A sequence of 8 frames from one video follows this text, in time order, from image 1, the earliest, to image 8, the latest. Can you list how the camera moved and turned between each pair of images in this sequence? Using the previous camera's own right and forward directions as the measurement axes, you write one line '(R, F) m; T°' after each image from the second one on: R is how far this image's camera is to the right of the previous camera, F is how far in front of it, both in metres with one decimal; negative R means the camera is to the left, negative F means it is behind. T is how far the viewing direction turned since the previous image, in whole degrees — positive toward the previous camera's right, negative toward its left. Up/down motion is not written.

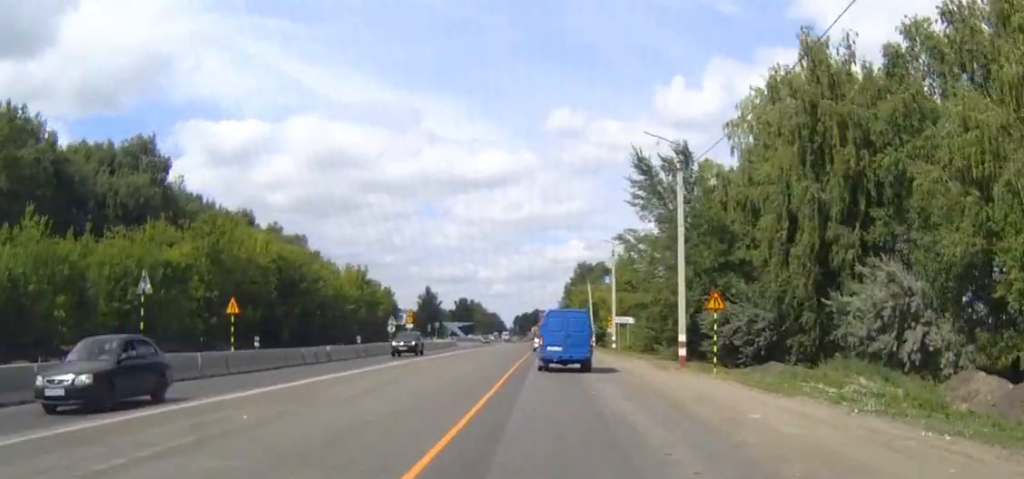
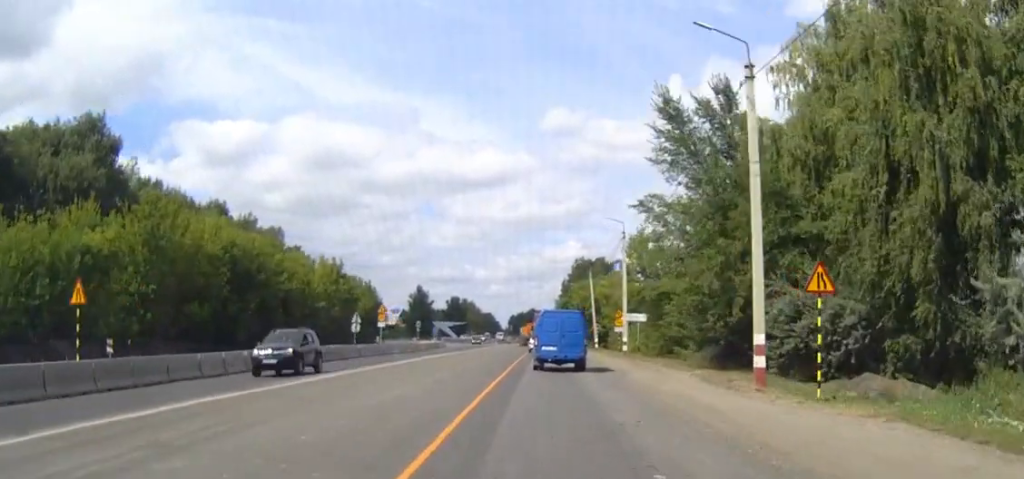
(0.0, +12.6) m; 0°
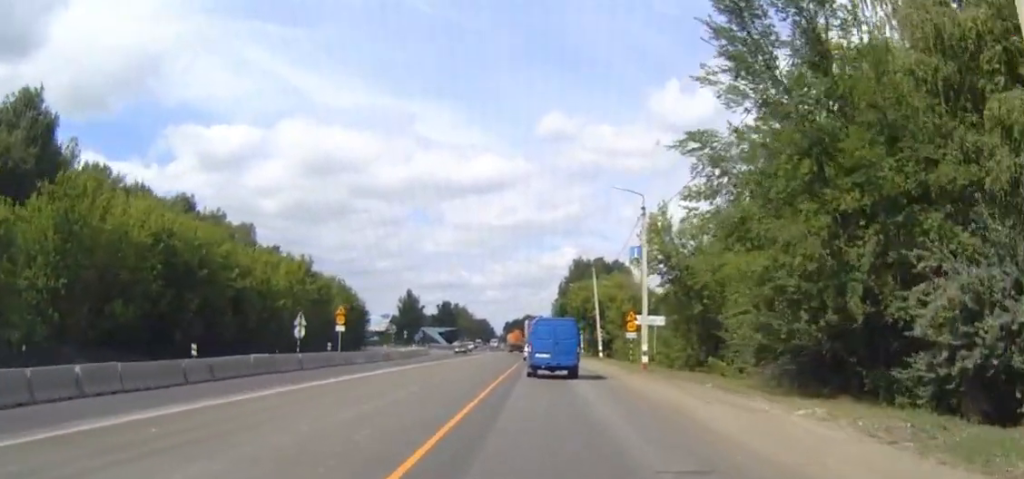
(-0.1, +13.3) m; 0°
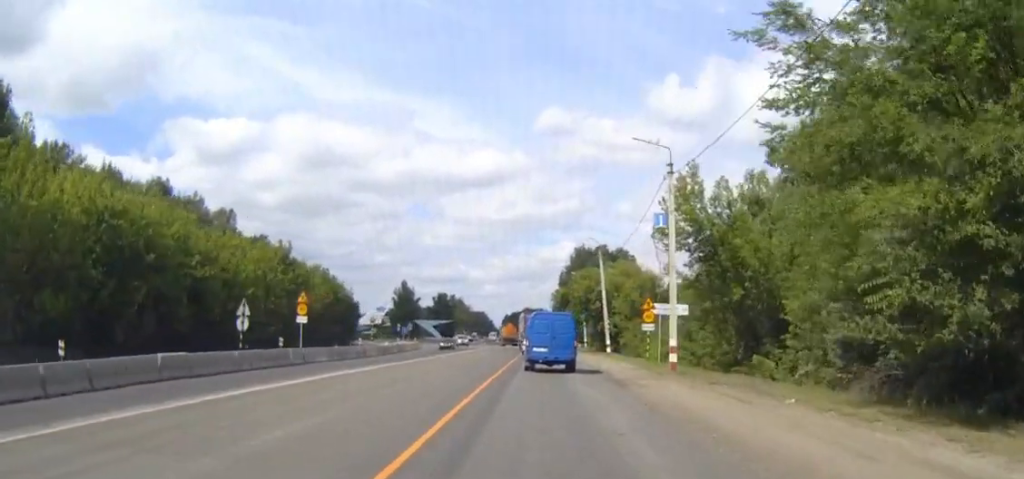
(+0.1, +9.3) m; 0°
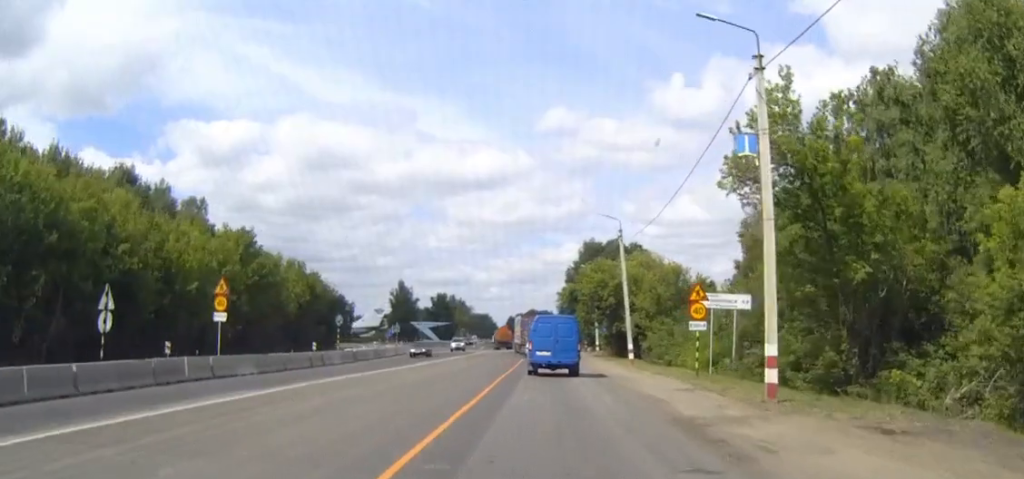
(0.0, +13.6) m; 0°
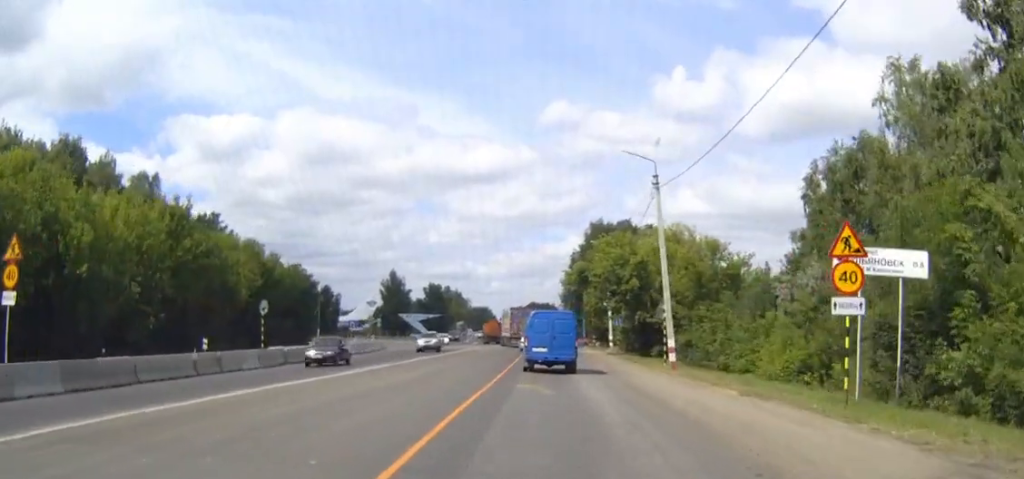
(-0.1, +16.3) m; 0°
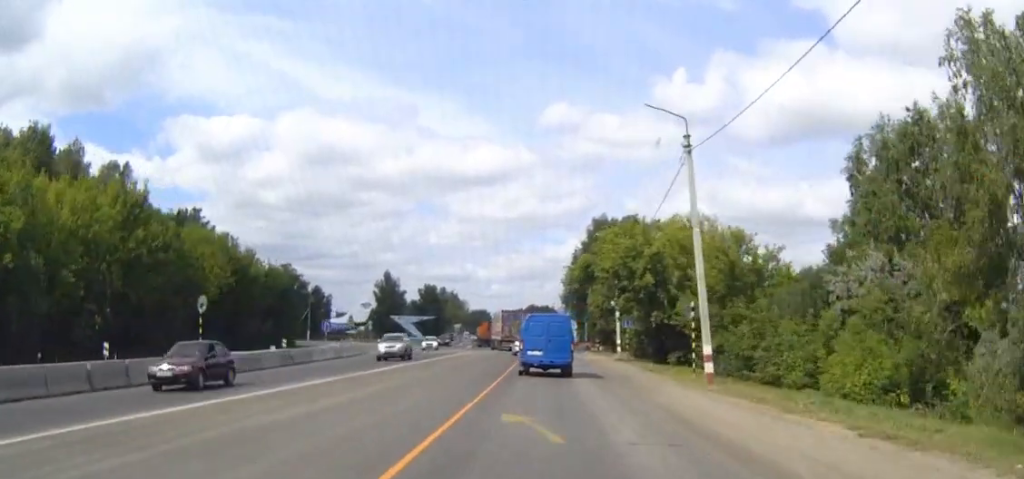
(0.0, +8.1) m; 0°
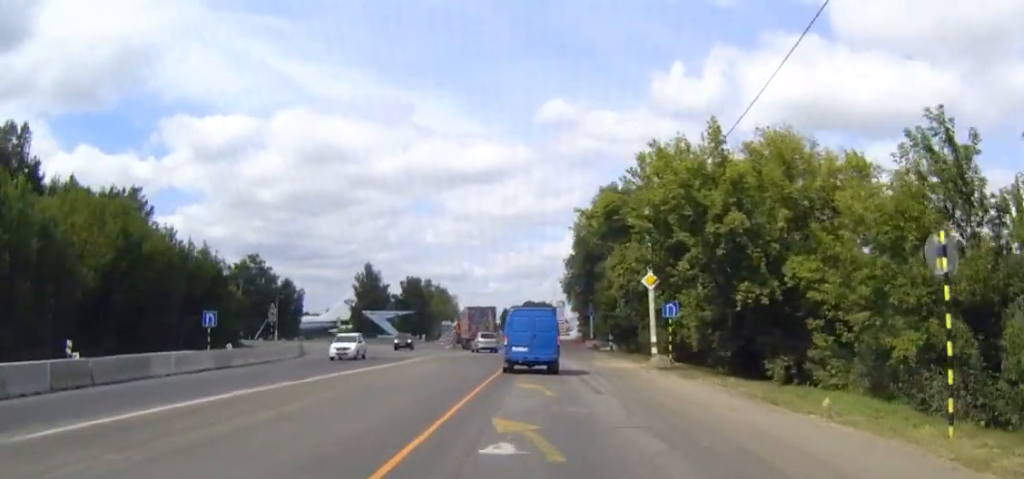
(+0.1, +21.8) m; 0°
